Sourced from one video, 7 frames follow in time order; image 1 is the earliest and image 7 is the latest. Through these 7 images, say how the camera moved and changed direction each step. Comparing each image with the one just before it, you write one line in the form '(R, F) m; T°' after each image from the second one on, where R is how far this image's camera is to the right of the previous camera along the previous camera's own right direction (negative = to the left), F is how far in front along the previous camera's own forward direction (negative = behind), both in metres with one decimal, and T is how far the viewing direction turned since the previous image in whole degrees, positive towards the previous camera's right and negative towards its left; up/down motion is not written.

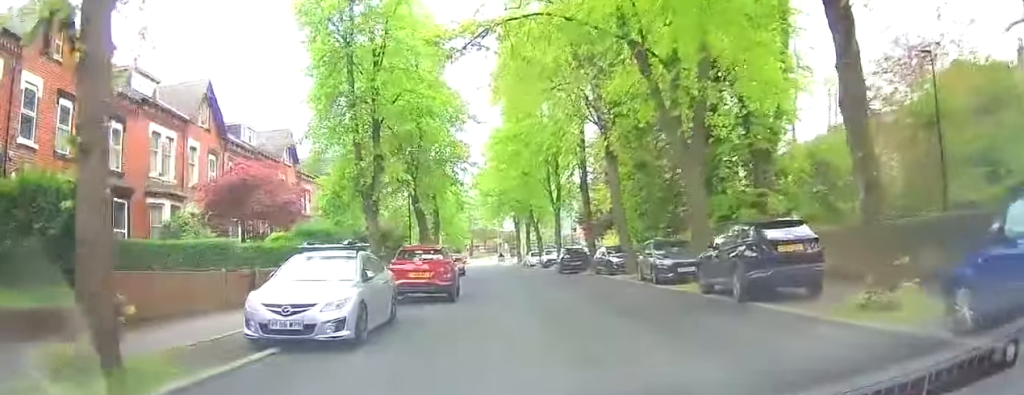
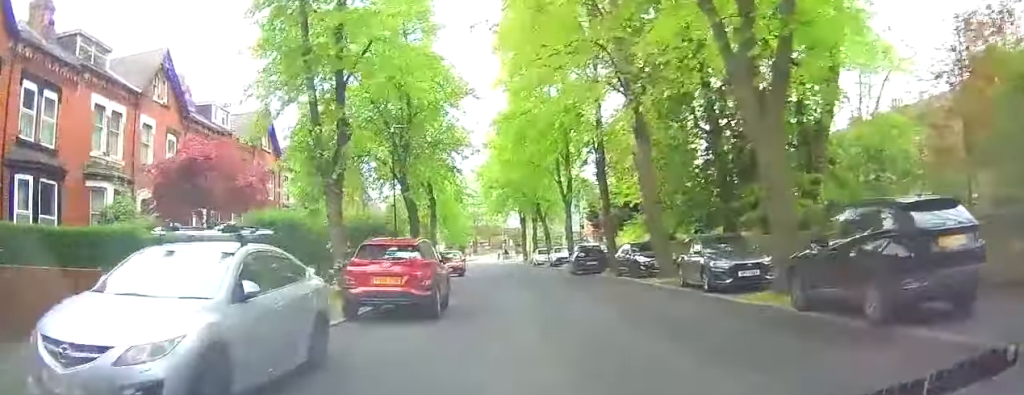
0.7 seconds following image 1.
(0.0, +5.5) m; 0°
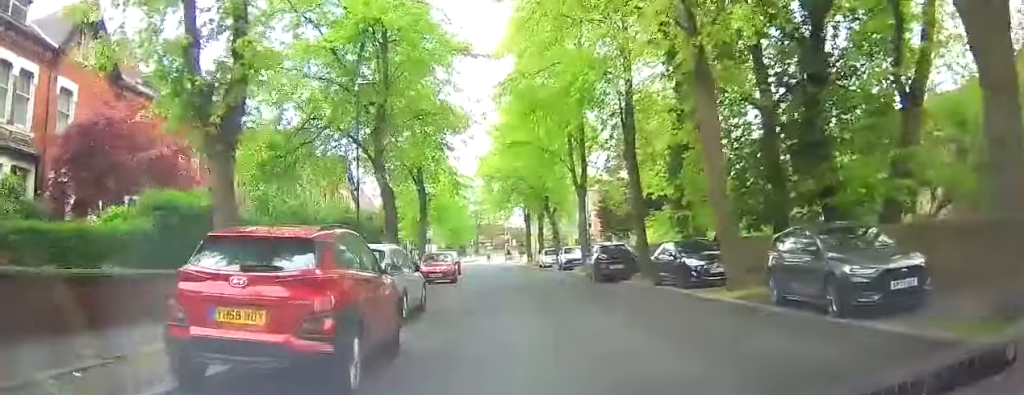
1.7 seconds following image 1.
(0.0, +7.1) m; 0°
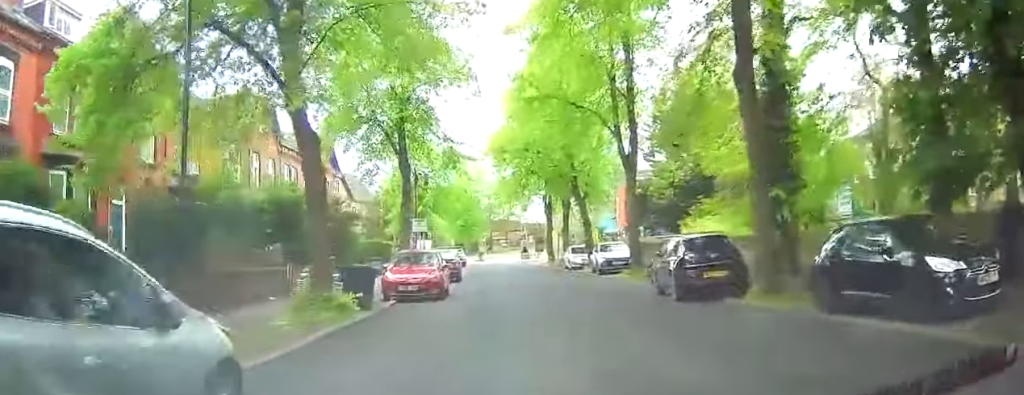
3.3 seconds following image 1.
(0.0, +11.4) m; -3°
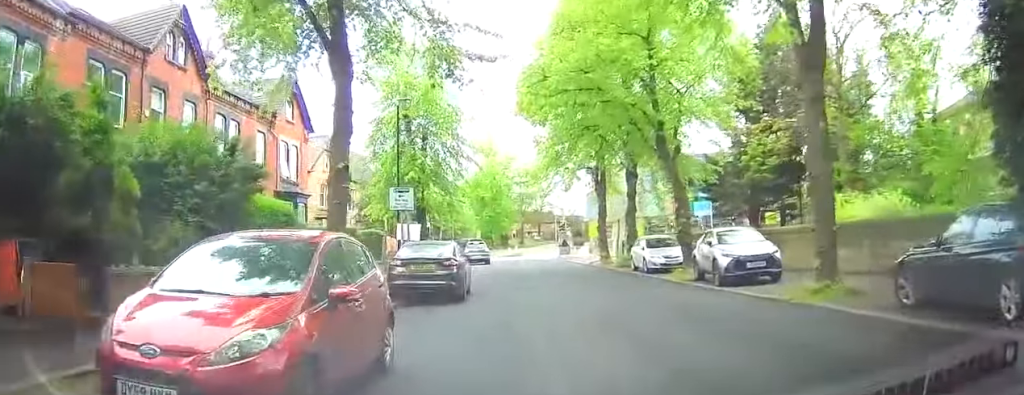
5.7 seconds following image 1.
(-0.3, +14.8) m; -2°
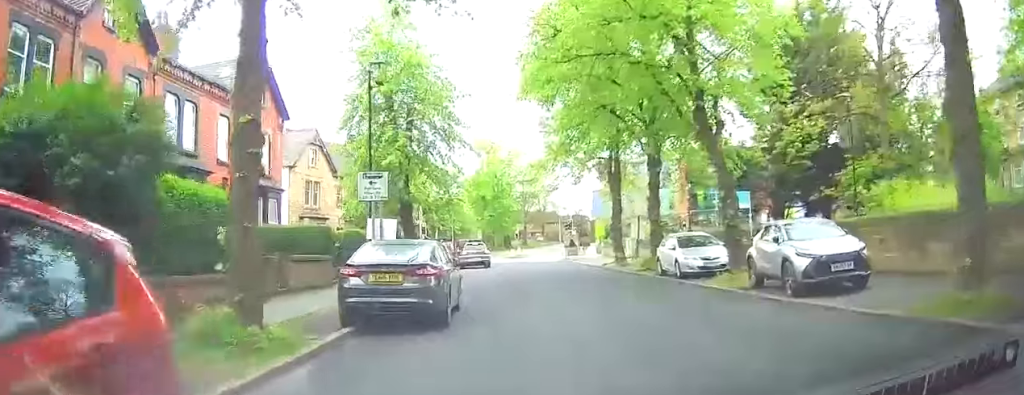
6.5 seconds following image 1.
(-0.4, +4.8) m; 0°
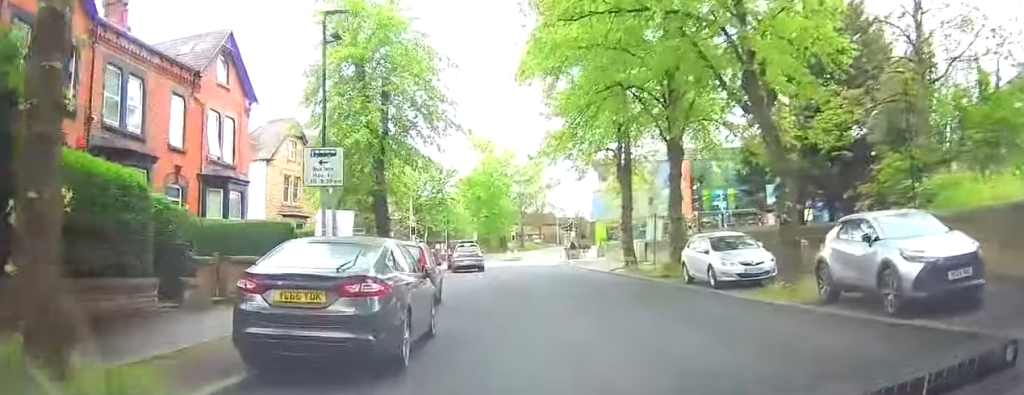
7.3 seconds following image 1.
(+0.3, +4.2) m; 0°
